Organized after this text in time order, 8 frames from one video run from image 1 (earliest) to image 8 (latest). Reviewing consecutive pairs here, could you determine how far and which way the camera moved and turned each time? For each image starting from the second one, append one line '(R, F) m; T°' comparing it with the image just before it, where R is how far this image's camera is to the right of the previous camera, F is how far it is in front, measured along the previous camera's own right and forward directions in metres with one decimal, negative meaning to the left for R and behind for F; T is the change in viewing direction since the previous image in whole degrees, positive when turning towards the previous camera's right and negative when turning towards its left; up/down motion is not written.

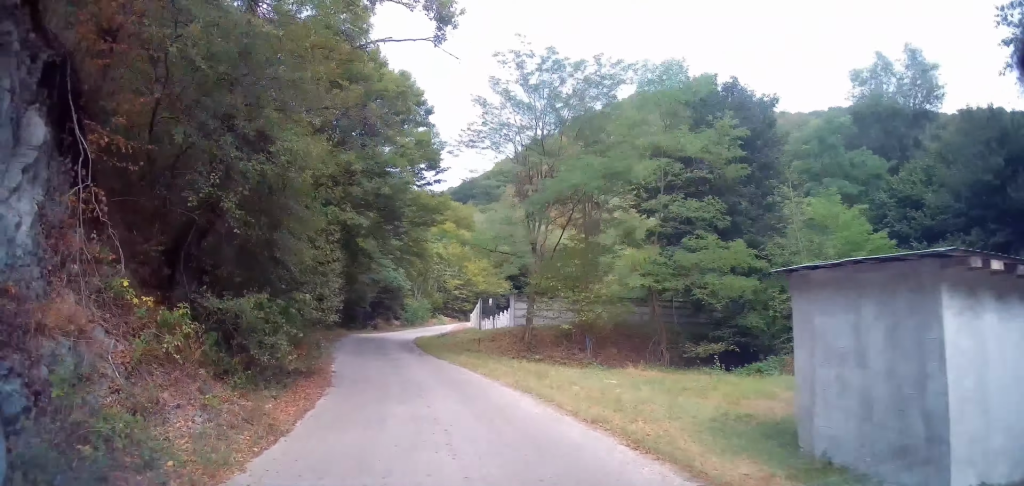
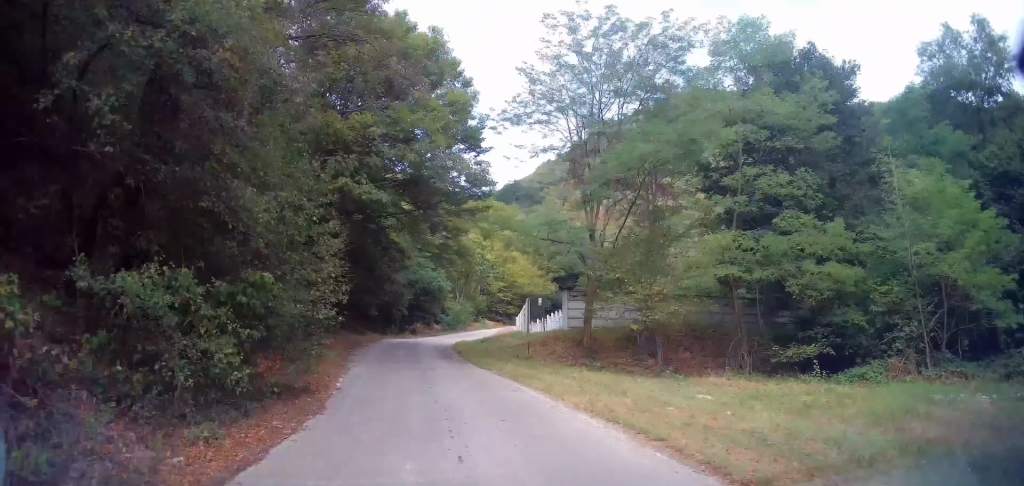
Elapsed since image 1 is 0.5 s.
(-0.1, +3.7) m; -4°
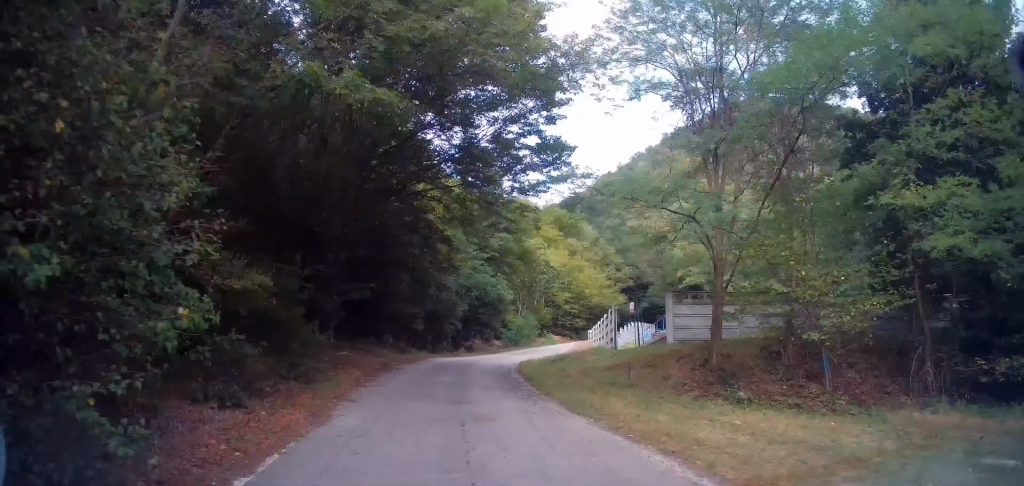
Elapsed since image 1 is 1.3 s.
(0.0, +6.5) m; -8°
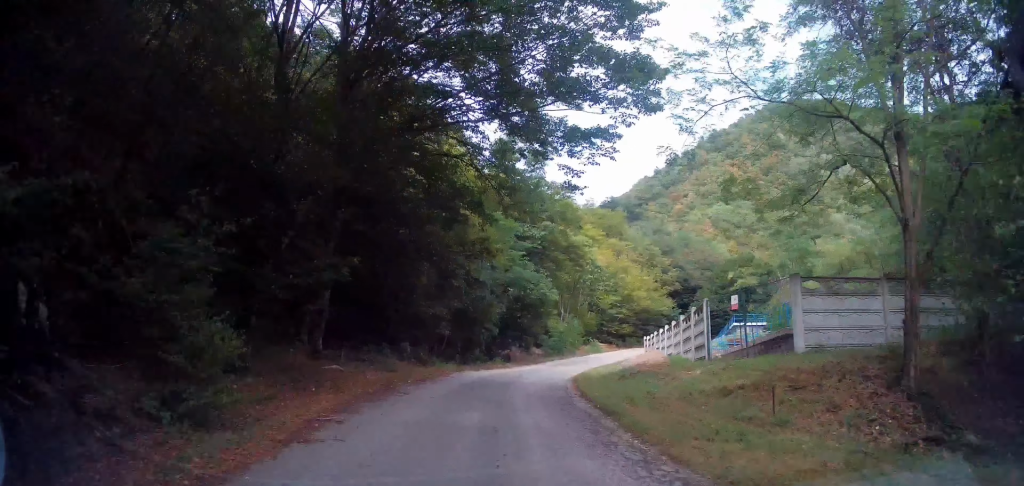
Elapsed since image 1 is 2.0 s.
(-0.8, +5.9) m; -4°
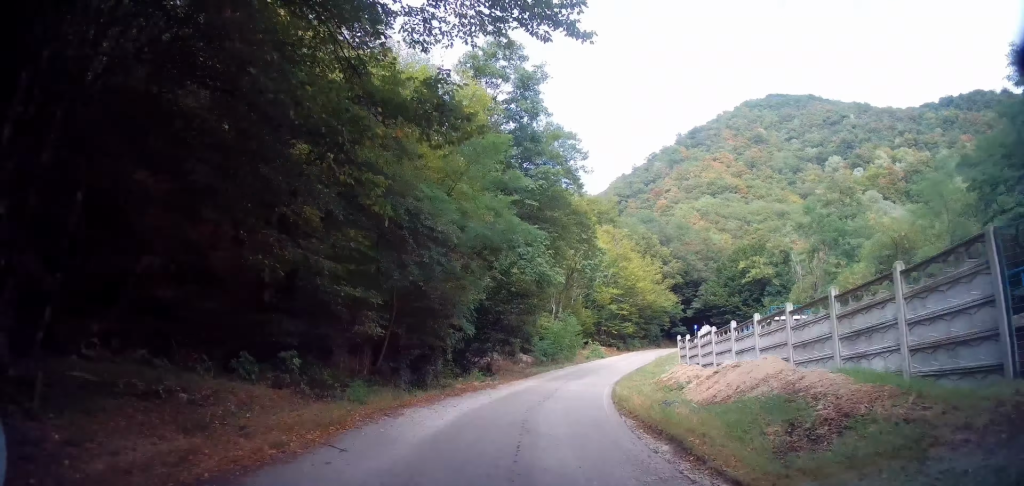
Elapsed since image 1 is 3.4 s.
(0.0, +11.2) m; -1°
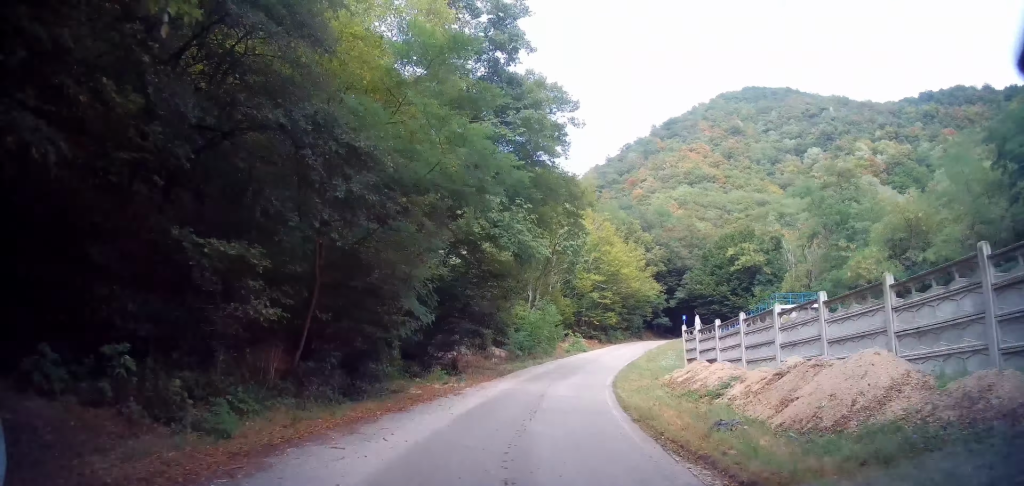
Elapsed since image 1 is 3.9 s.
(-0.2, +4.9) m; +1°
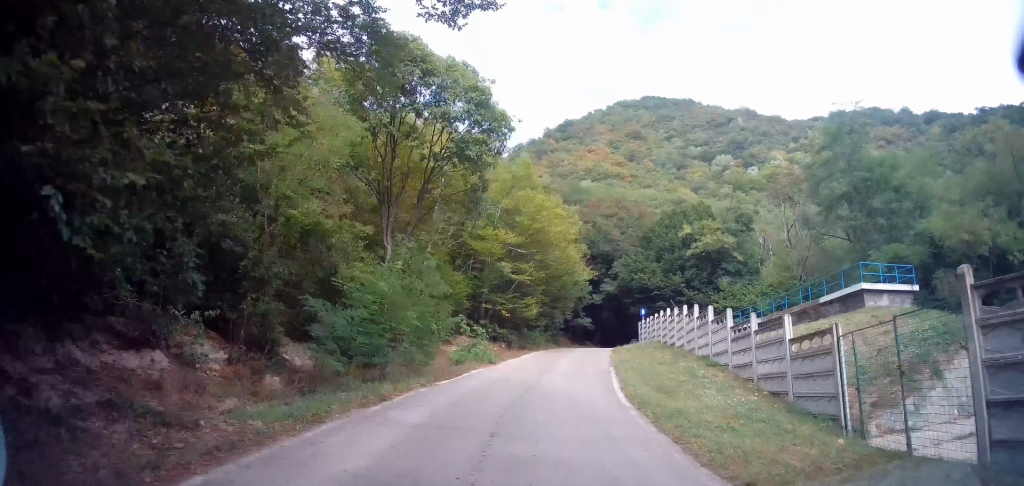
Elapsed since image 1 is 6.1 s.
(+1.9, +19.4) m; +11°
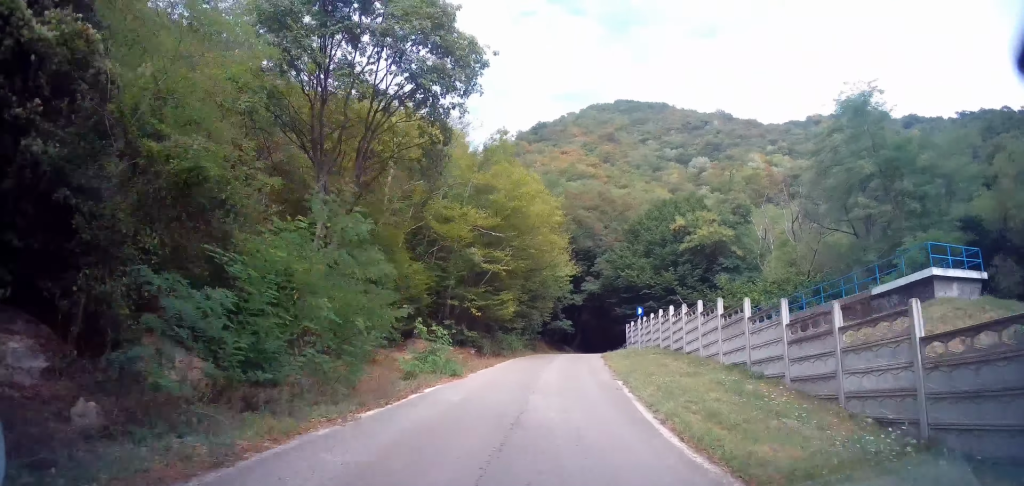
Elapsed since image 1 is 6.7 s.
(+0.1, +5.2) m; +4°
